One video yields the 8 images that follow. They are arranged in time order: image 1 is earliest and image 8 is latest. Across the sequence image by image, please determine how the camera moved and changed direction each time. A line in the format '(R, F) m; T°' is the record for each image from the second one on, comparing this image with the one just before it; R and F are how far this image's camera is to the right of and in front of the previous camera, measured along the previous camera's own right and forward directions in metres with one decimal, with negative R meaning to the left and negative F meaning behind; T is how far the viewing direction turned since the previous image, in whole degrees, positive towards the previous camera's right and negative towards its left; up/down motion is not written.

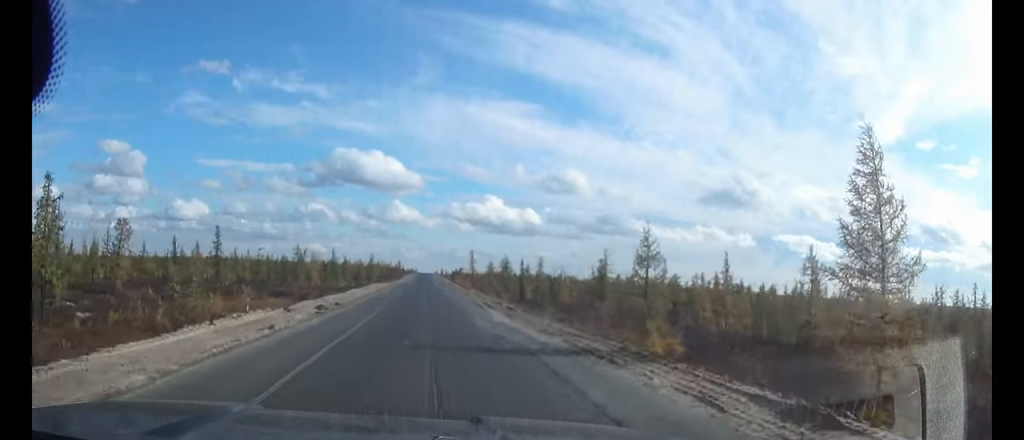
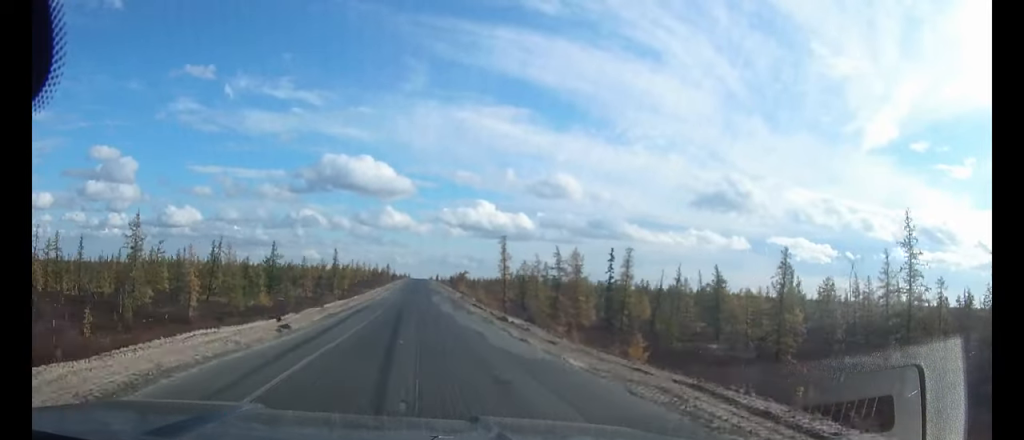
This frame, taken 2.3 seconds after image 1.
(+0.2, +60.1) m; 0°
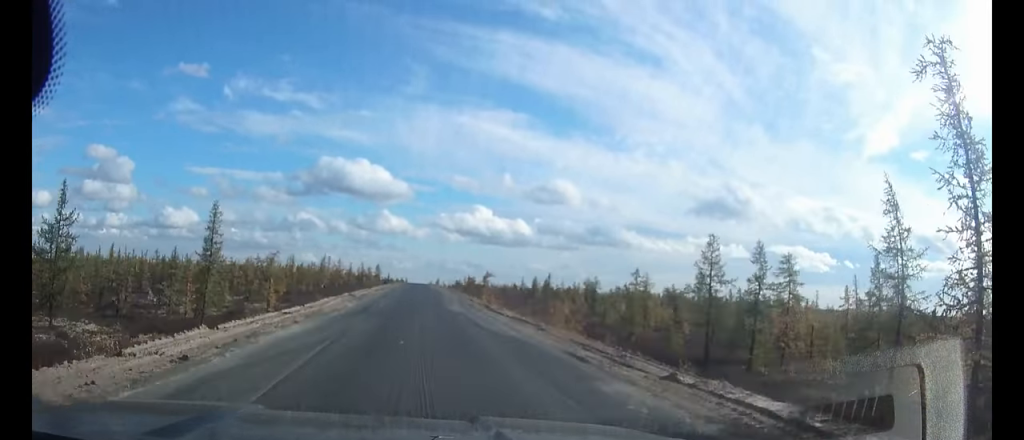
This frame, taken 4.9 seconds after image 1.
(+0.1, +63.6) m; 0°
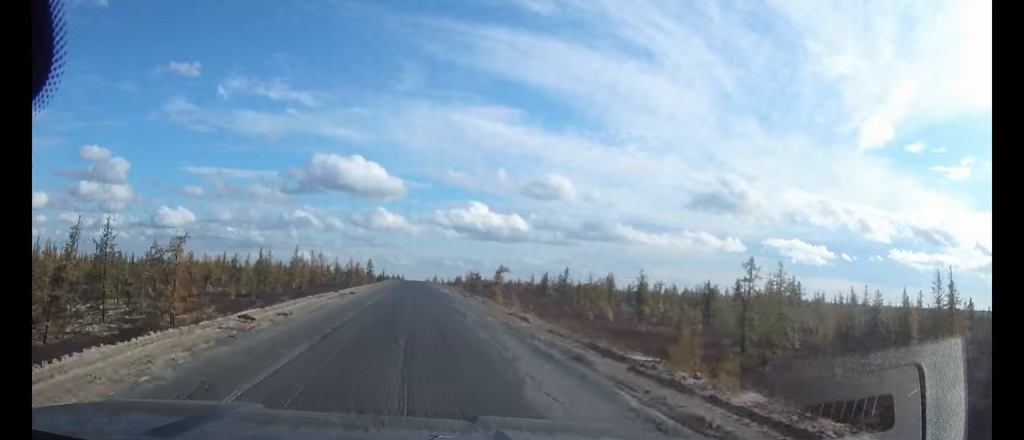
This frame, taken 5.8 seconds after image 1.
(0.0, +23.6) m; 0°
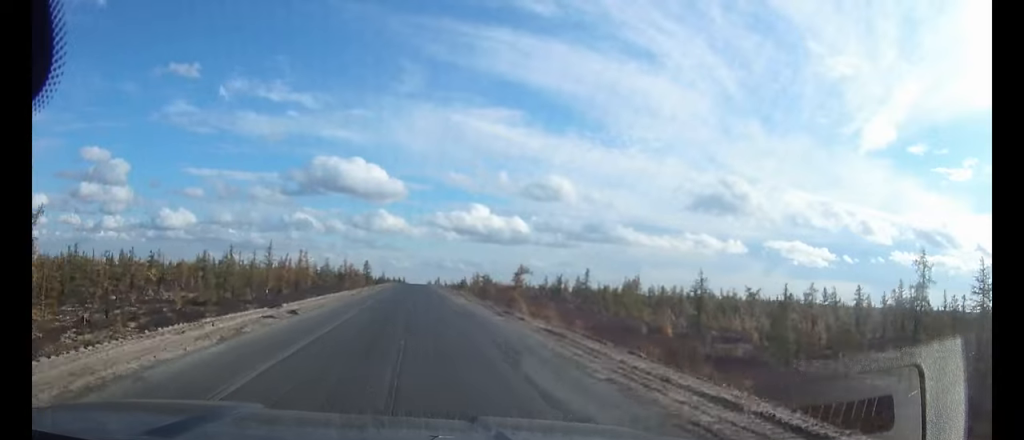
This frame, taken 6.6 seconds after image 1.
(0.0, +18.5) m; 0°
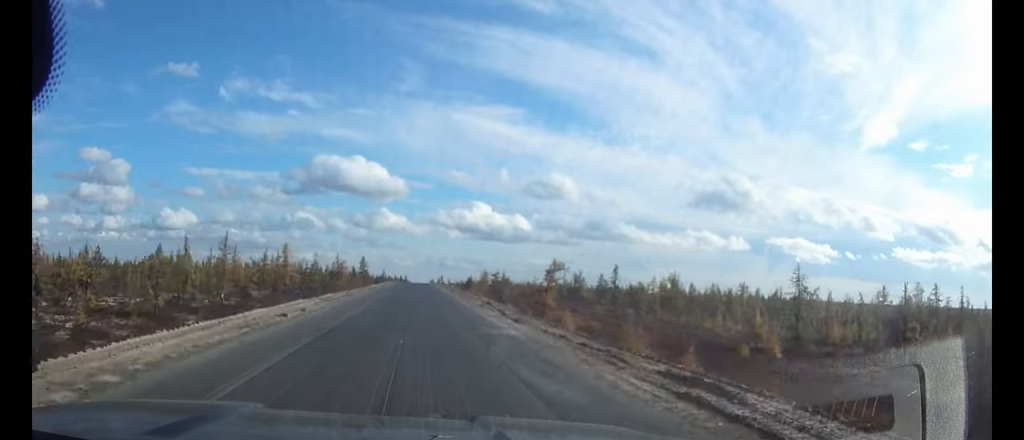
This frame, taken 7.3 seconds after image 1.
(0.0, +18.7) m; 0°
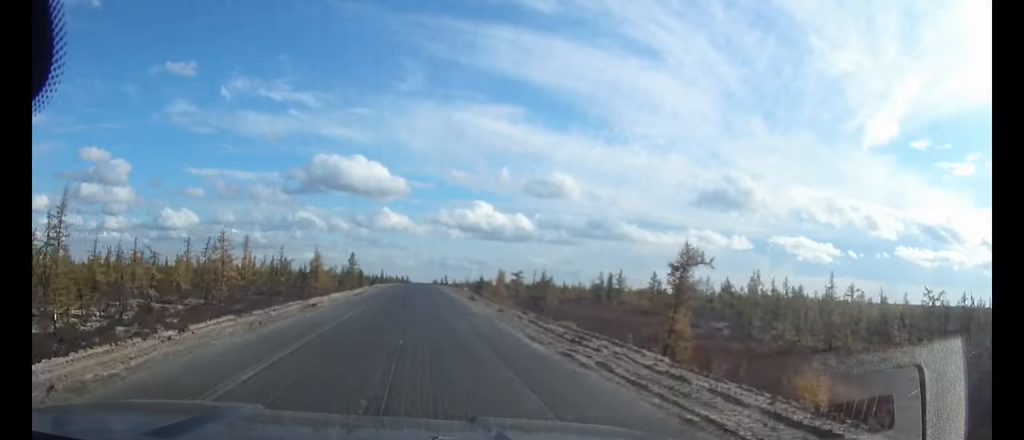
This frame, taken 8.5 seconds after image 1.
(-0.1, +30.6) m; 0°
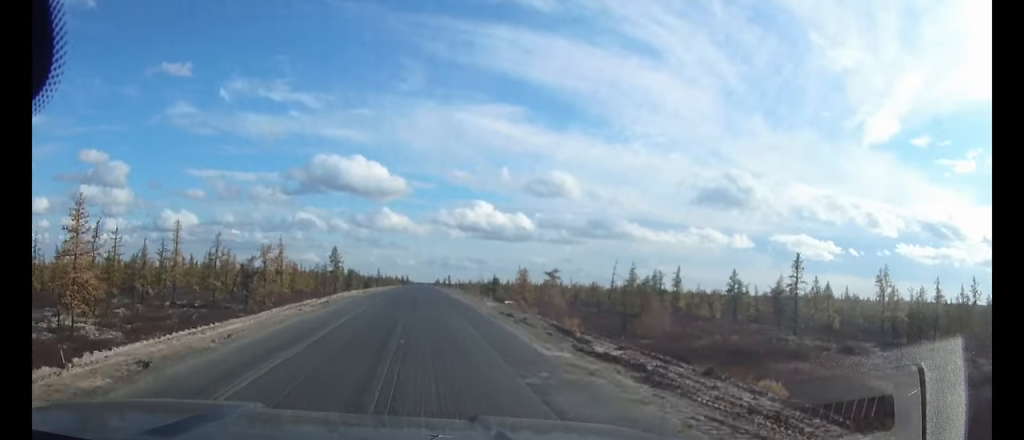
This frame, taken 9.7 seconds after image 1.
(-0.1, +28.4) m; 0°
